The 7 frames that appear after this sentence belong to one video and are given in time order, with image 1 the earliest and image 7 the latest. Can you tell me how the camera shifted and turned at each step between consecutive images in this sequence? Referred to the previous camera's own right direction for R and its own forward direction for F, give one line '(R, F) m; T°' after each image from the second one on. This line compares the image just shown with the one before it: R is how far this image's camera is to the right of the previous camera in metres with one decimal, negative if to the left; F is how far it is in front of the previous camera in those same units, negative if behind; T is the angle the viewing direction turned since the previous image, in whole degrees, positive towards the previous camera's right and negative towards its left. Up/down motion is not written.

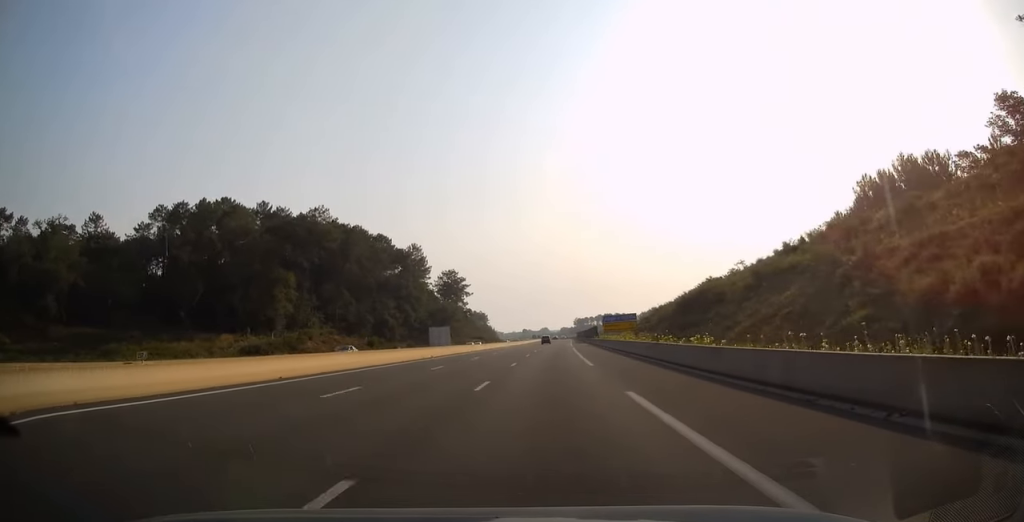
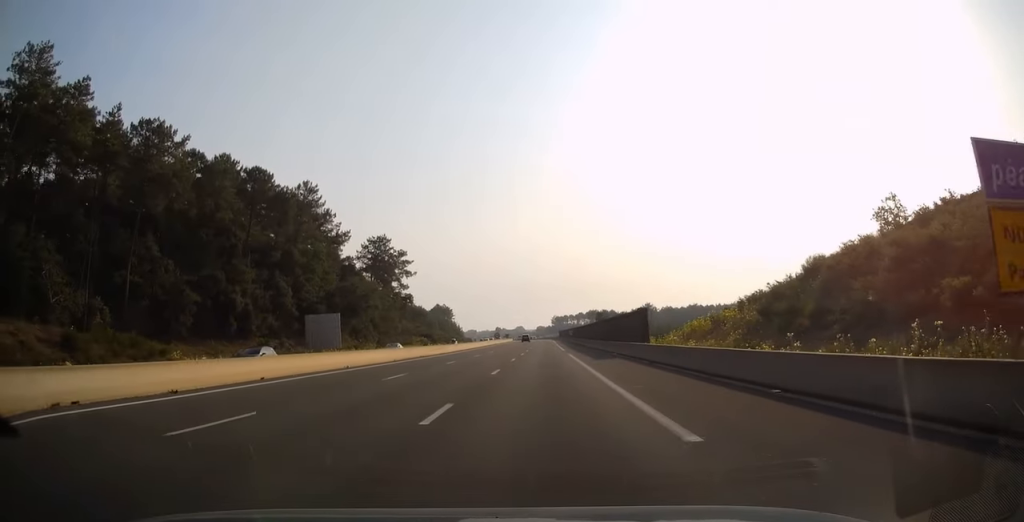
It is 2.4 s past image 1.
(+1.8, +71.3) m; +2°
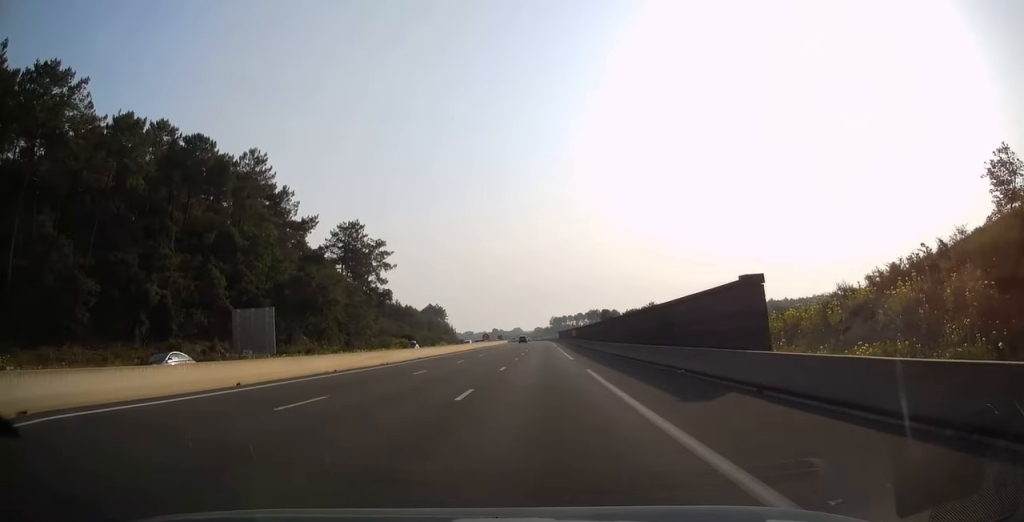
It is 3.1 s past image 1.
(0.0, +21.8) m; 0°
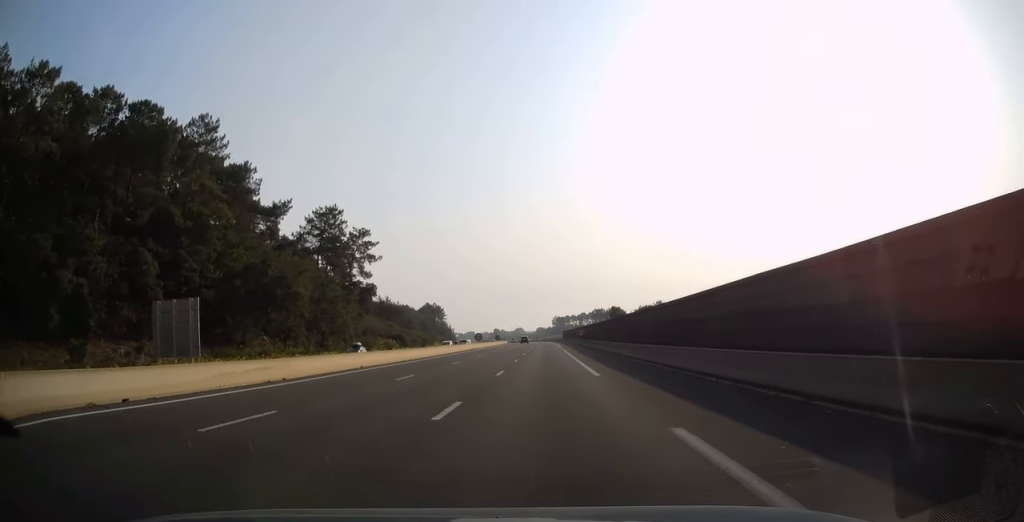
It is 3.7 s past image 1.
(0.0, +16.3) m; 0°
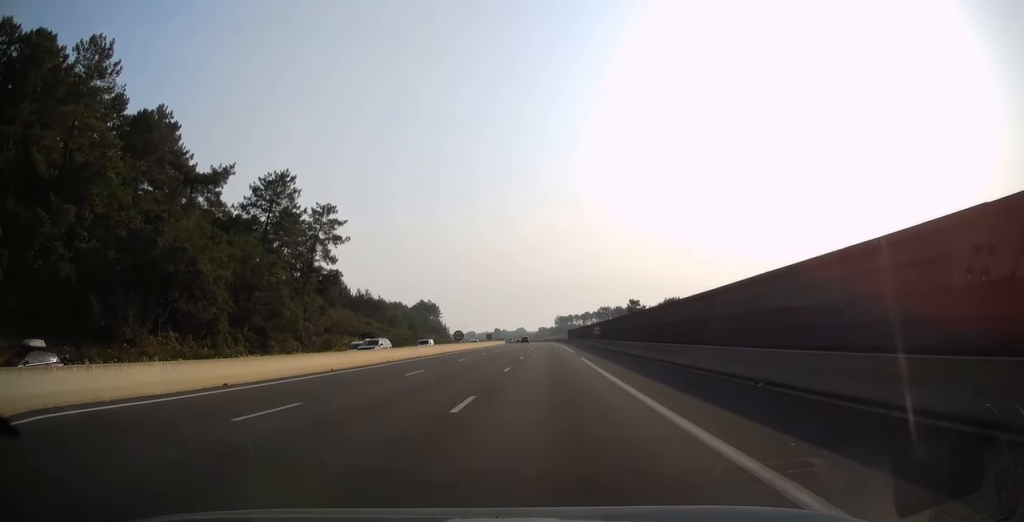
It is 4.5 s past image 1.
(0.0, +25.1) m; 0°
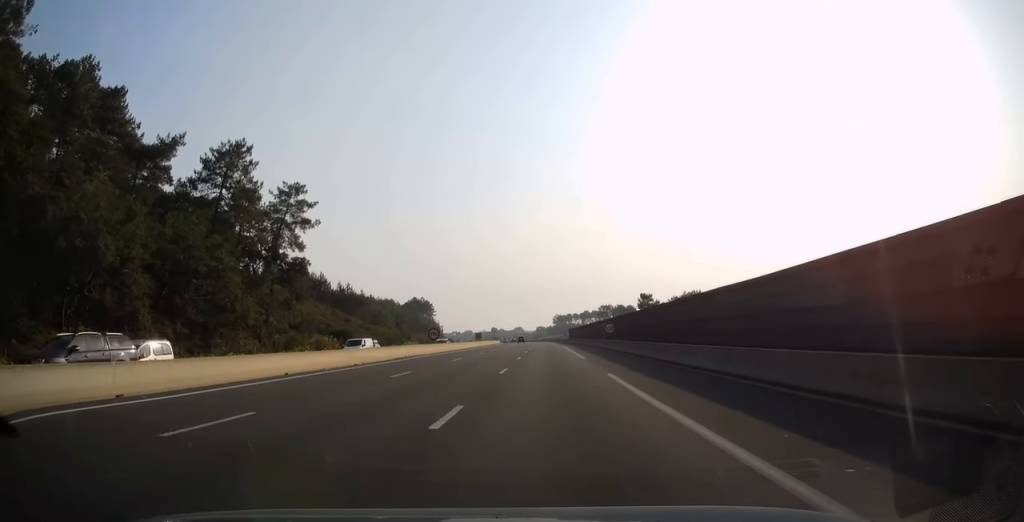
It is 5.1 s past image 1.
(0.0, +15.2) m; 0°
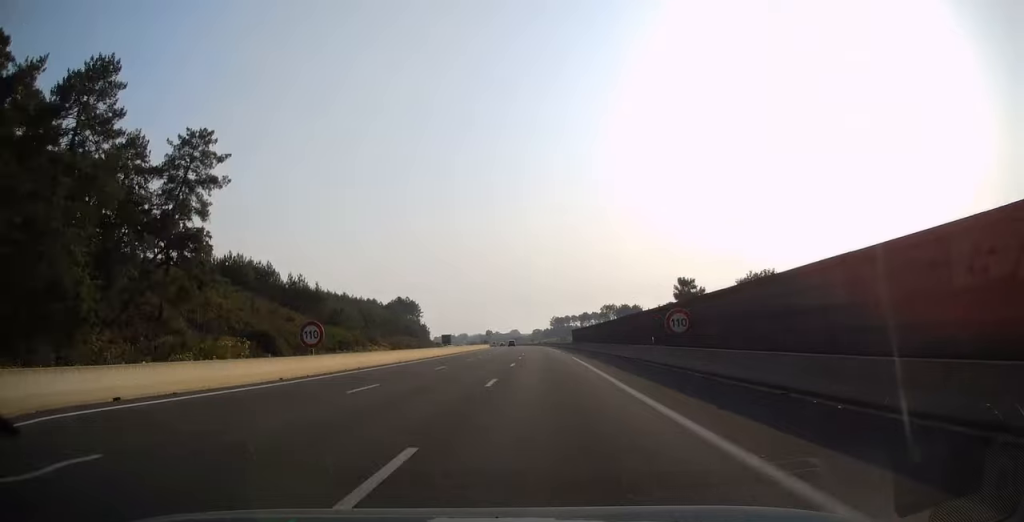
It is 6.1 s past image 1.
(+0.2, +30.1) m; 0°
